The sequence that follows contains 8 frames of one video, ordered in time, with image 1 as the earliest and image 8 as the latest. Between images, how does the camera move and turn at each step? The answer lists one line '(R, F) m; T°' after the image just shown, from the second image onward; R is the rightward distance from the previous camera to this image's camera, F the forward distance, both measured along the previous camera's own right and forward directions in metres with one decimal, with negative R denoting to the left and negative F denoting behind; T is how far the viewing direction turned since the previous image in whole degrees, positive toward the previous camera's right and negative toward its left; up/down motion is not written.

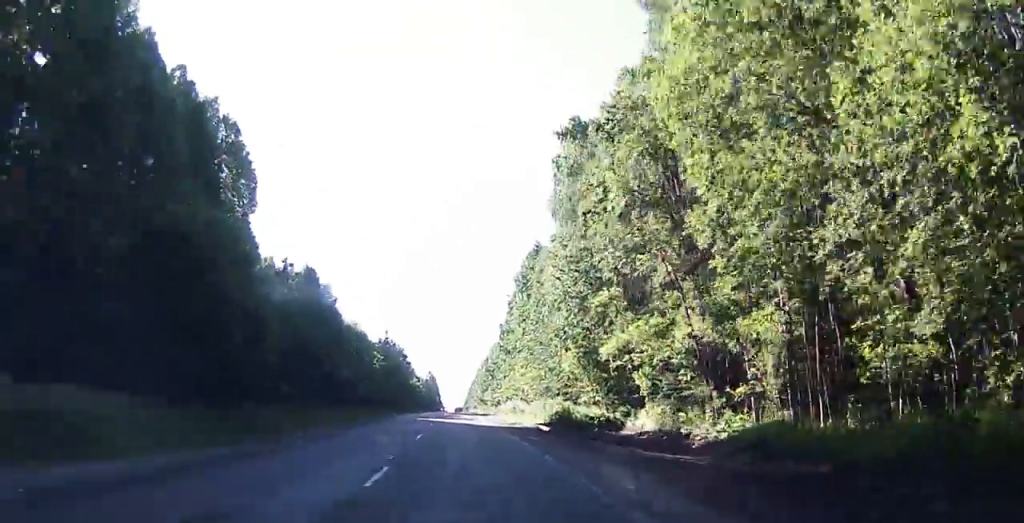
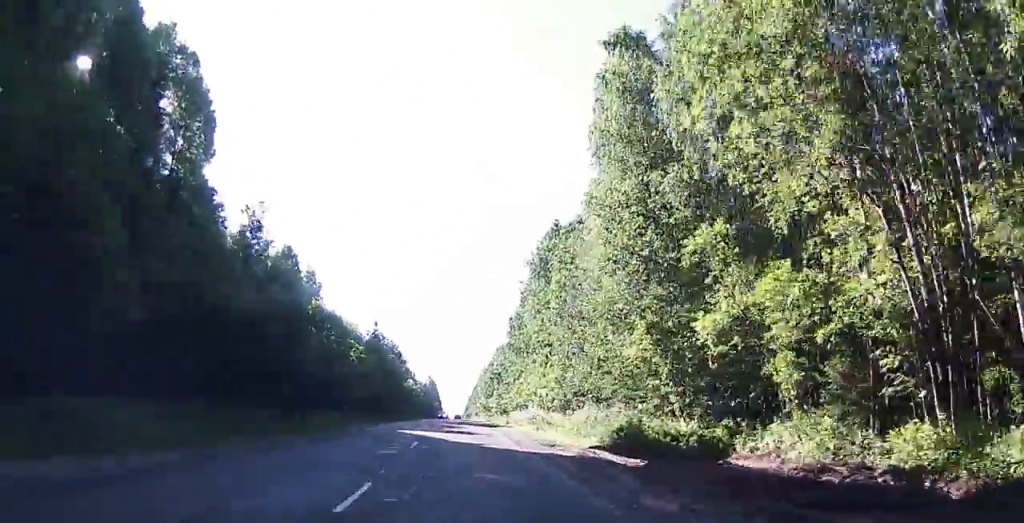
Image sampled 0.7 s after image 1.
(-0.1, +14.8) m; -1°
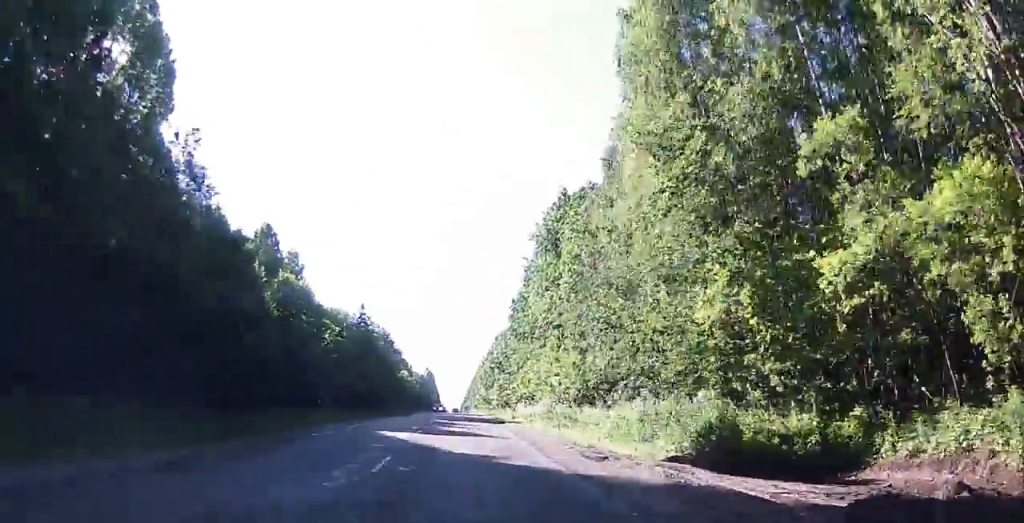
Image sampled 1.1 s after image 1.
(0.0, +8.4) m; 0°
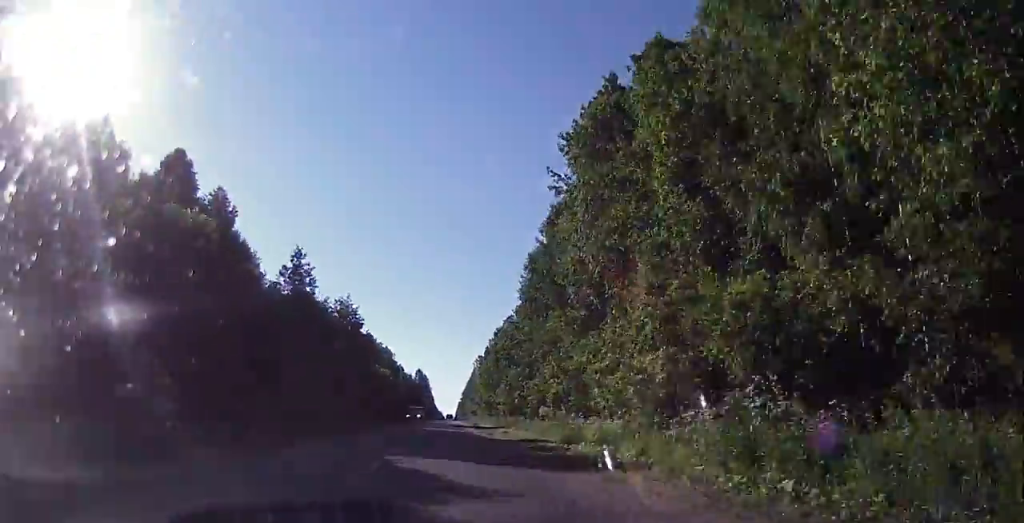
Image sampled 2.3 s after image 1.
(-0.3, +25.7) m; -1°
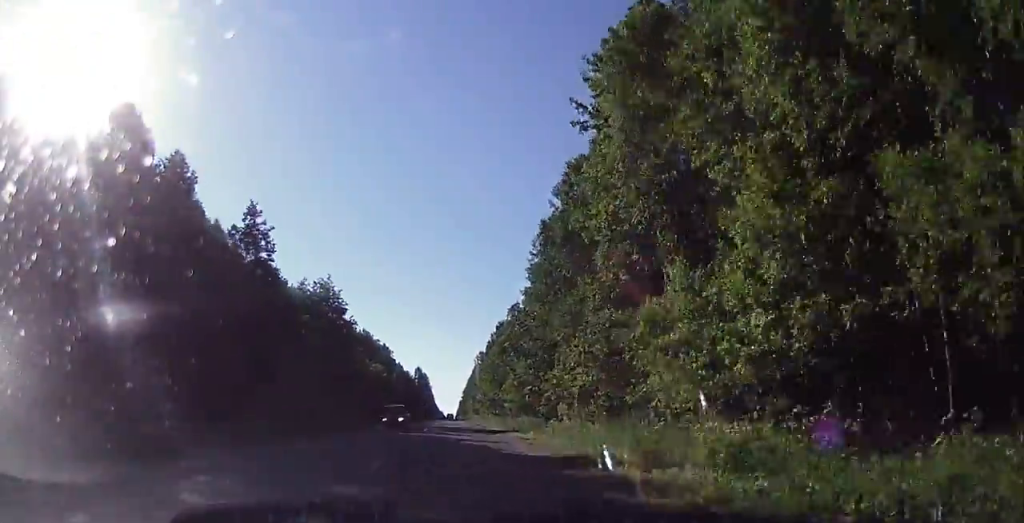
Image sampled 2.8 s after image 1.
(-0.1, +9.8) m; 0°
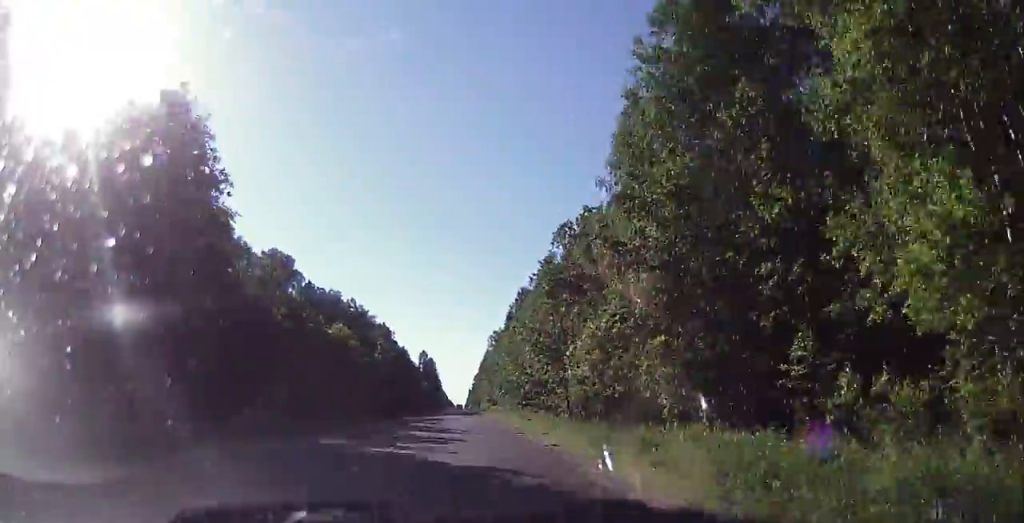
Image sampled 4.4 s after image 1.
(-0.1, +33.9) m; 0°
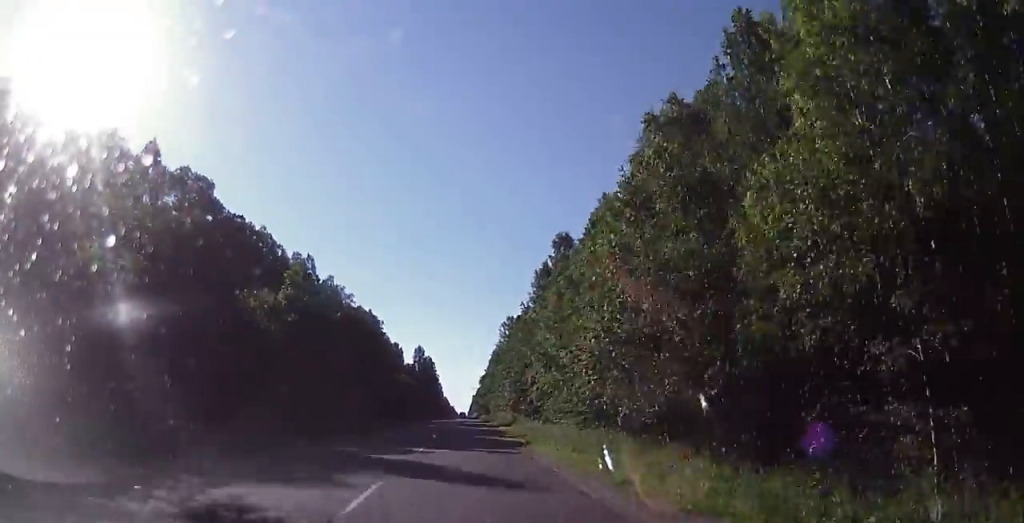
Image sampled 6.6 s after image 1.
(-0.6, +43.8) m; -2°
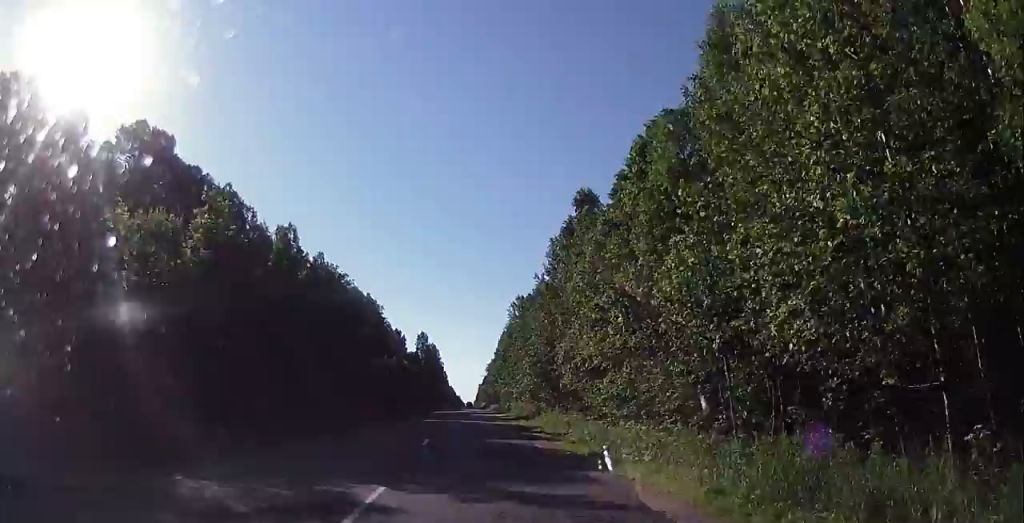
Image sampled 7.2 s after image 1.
(-0.3, +12.7) m; -1°
